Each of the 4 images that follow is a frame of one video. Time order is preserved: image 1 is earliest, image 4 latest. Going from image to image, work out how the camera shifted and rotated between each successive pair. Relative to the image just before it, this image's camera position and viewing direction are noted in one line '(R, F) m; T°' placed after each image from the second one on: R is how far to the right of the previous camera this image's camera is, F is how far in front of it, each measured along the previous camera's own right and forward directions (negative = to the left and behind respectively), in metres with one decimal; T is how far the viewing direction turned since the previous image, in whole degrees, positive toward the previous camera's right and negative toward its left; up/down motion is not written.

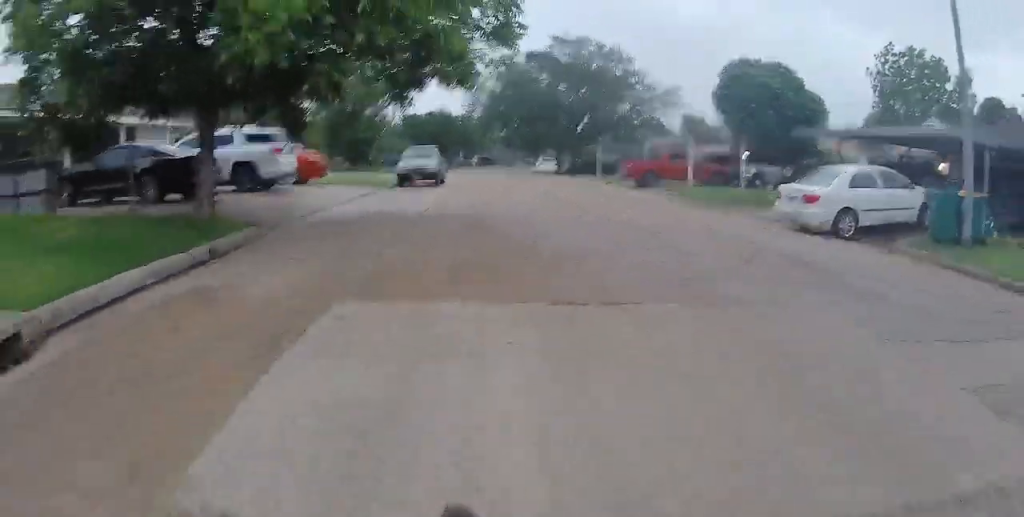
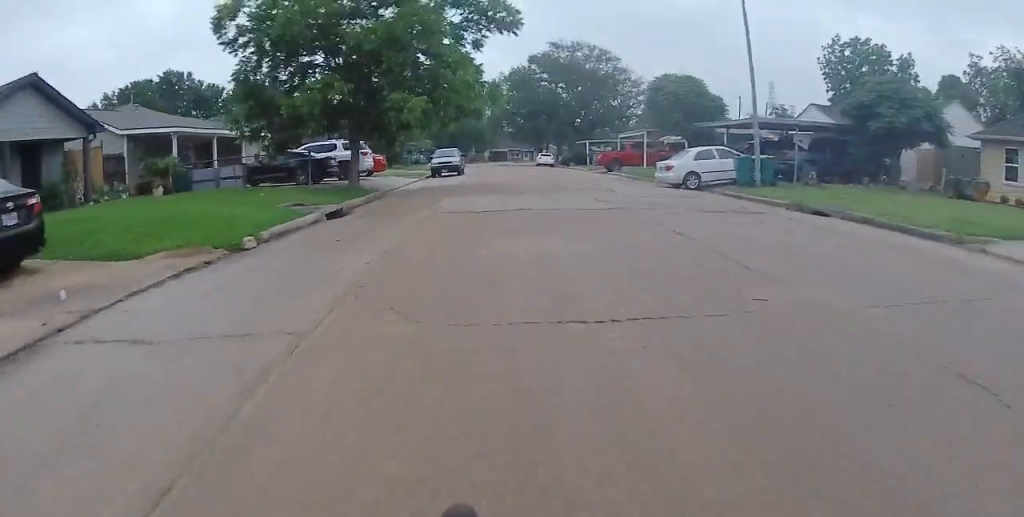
(0.0, +9.8) m; 0°
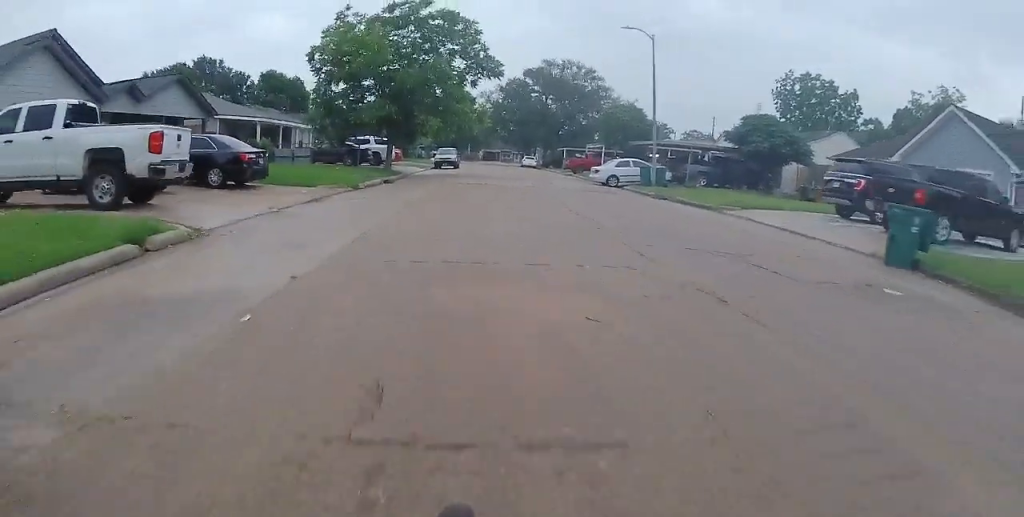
(0.0, +10.0) m; -4°
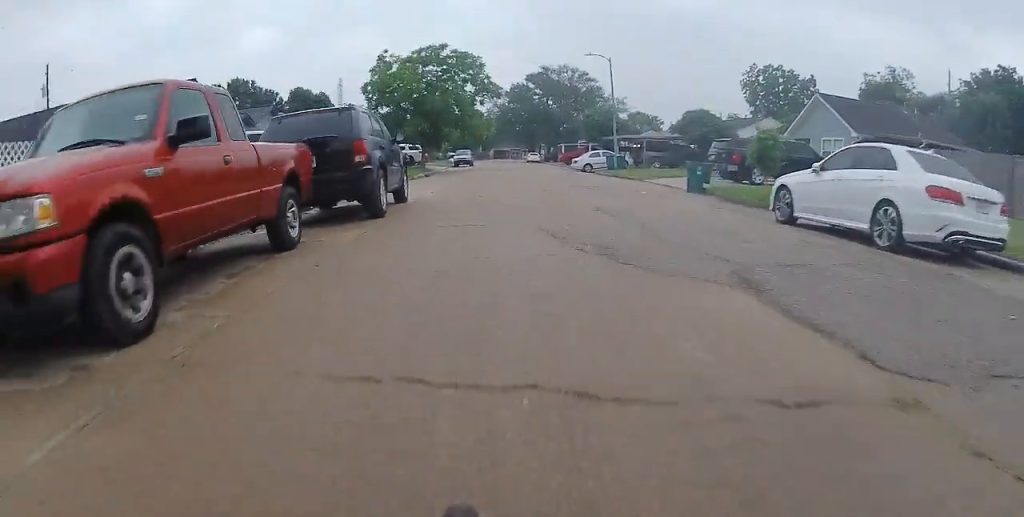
(-0.3, +10.7) m; +3°
